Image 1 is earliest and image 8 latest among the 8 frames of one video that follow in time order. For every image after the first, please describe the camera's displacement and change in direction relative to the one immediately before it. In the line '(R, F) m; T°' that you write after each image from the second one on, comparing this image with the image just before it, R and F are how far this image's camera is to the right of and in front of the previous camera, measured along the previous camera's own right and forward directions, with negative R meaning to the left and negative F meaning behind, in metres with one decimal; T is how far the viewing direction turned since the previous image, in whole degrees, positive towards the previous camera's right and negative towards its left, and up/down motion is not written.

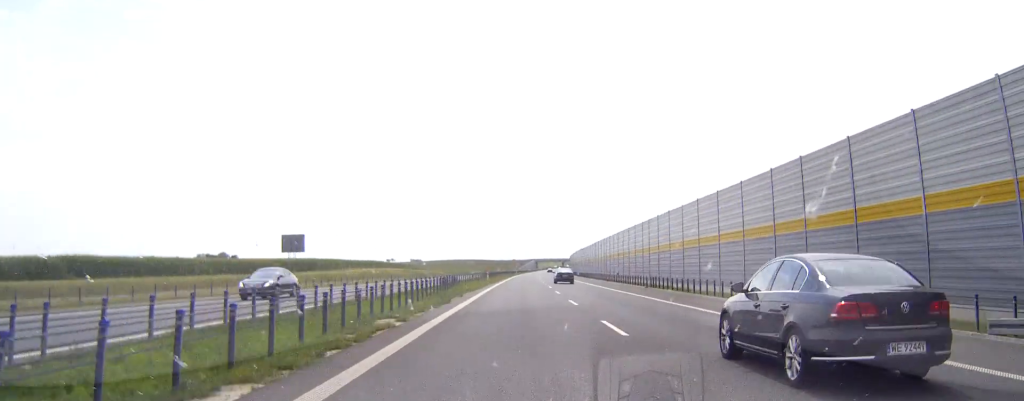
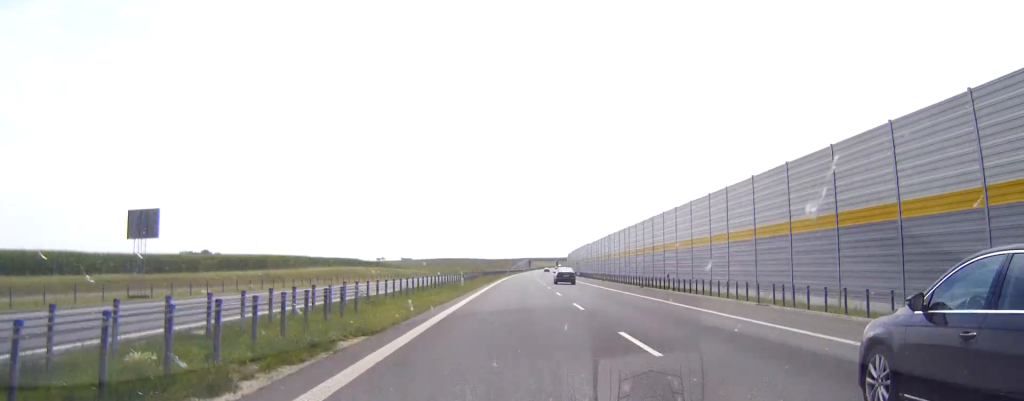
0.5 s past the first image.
(+0.1, +27.3) m; 0°
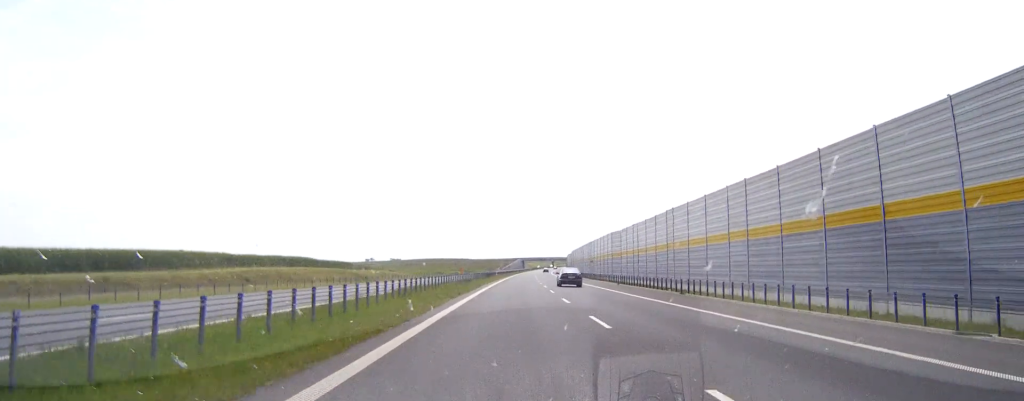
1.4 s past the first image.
(+0.2, +42.8) m; +1°
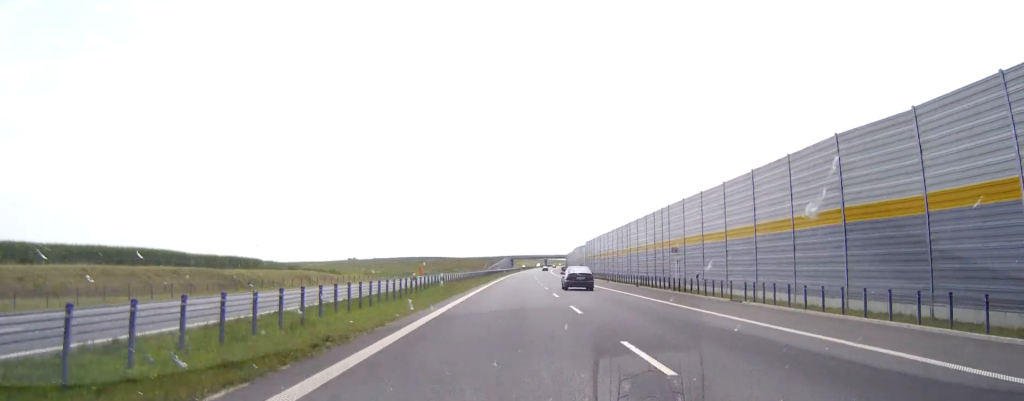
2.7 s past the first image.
(+0.6, +67.3) m; +1°
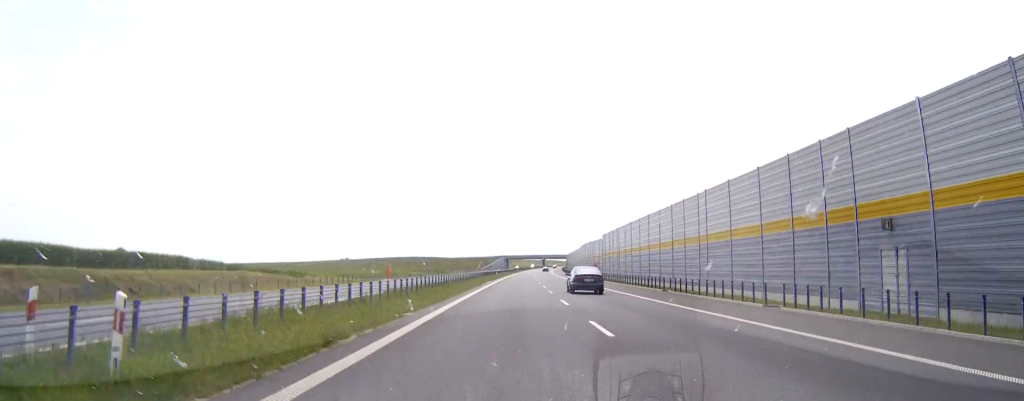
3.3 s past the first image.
(0.0, +31.1) m; 0°
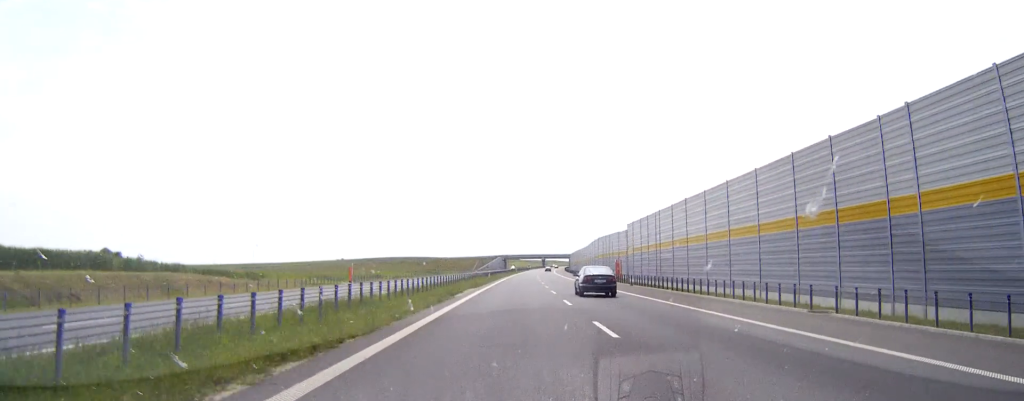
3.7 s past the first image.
(+0.1, +24.3) m; 0°
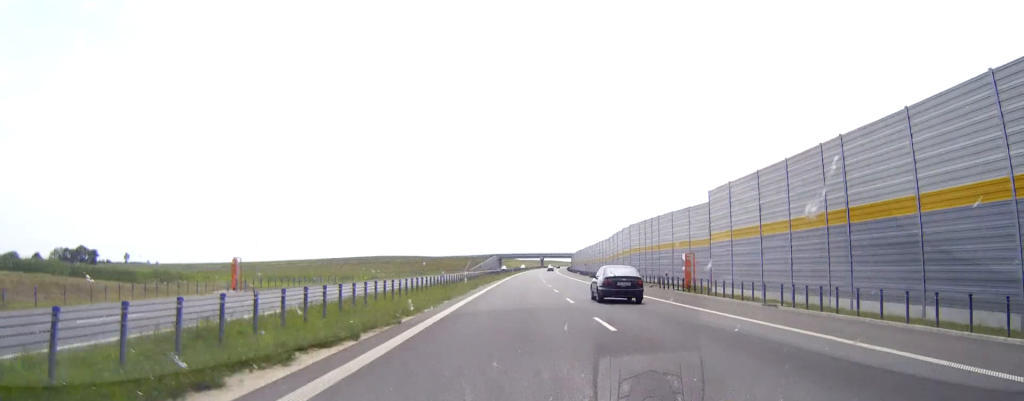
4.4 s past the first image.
(+0.1, +34.7) m; 0°
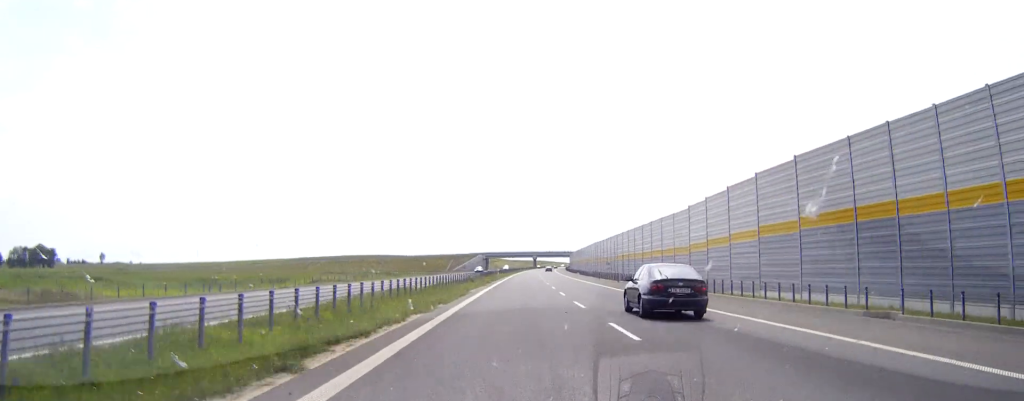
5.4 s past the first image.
(+0.2, +50.5) m; +1°
